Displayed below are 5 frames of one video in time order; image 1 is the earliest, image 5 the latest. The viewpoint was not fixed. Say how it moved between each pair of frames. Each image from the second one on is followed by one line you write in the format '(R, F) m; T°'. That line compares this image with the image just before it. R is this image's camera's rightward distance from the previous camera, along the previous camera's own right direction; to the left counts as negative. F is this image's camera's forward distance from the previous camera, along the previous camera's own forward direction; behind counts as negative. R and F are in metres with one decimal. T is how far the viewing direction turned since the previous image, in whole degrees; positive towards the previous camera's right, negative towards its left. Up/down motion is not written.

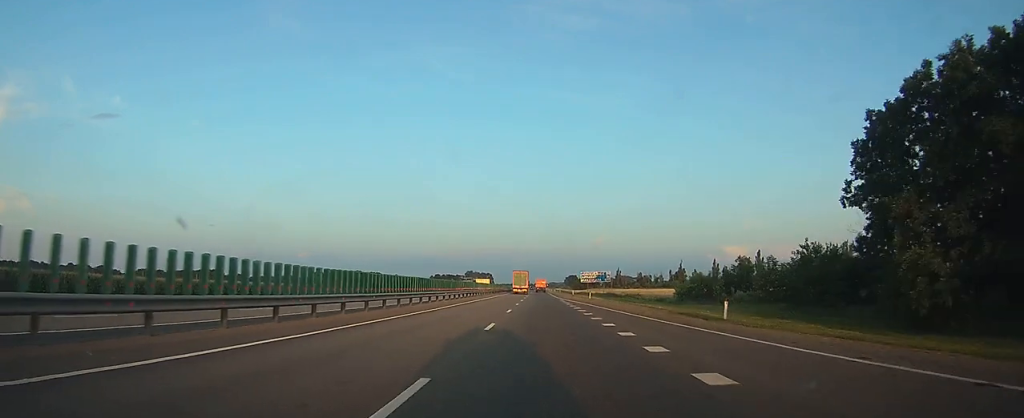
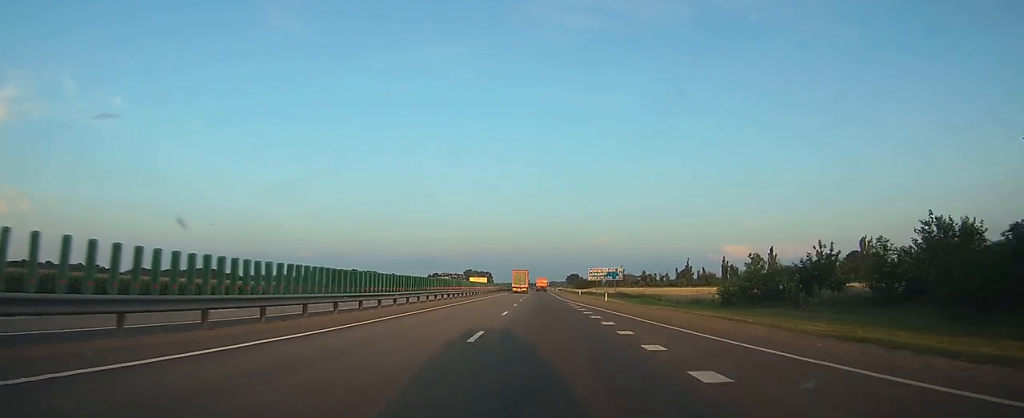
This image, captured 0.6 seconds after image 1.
(0.0, +15.6) m; 0°
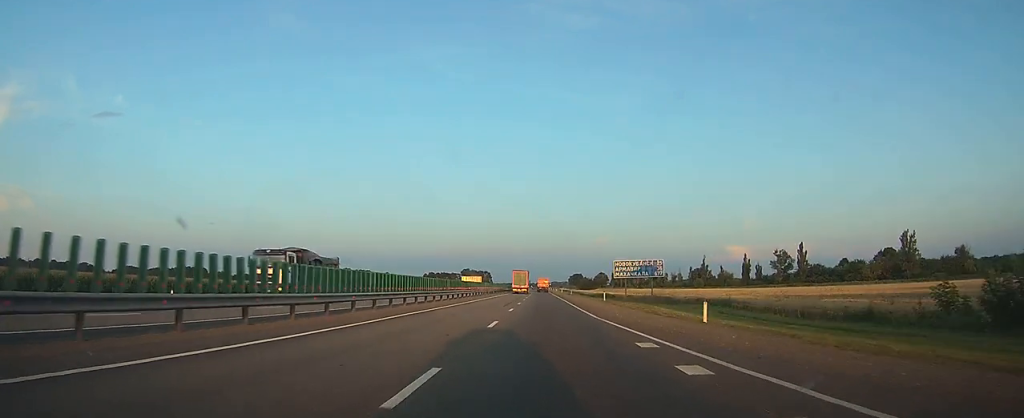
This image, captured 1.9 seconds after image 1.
(-0.1, +30.5) m; 0°
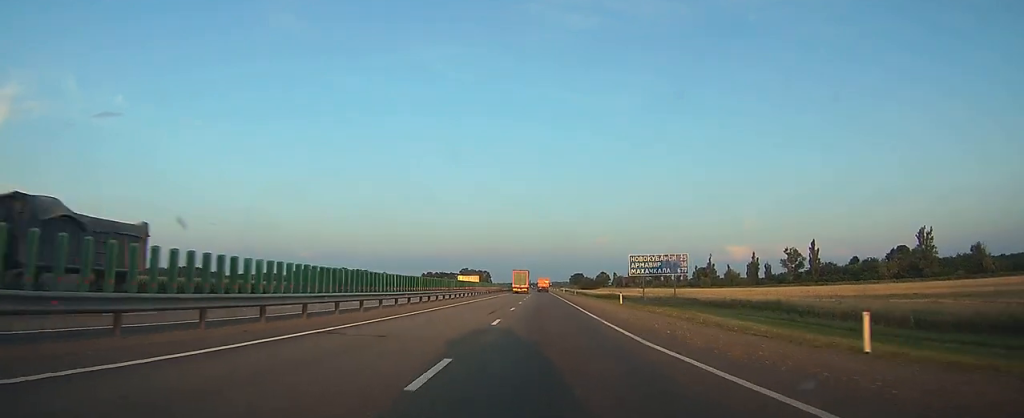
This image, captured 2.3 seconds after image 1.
(0.0, +10.7) m; 0°
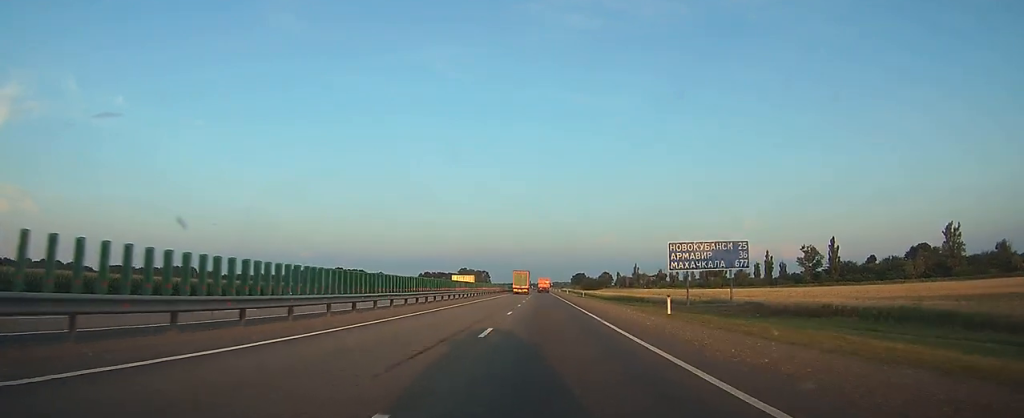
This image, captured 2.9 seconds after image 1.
(0.0, +15.8) m; 0°
